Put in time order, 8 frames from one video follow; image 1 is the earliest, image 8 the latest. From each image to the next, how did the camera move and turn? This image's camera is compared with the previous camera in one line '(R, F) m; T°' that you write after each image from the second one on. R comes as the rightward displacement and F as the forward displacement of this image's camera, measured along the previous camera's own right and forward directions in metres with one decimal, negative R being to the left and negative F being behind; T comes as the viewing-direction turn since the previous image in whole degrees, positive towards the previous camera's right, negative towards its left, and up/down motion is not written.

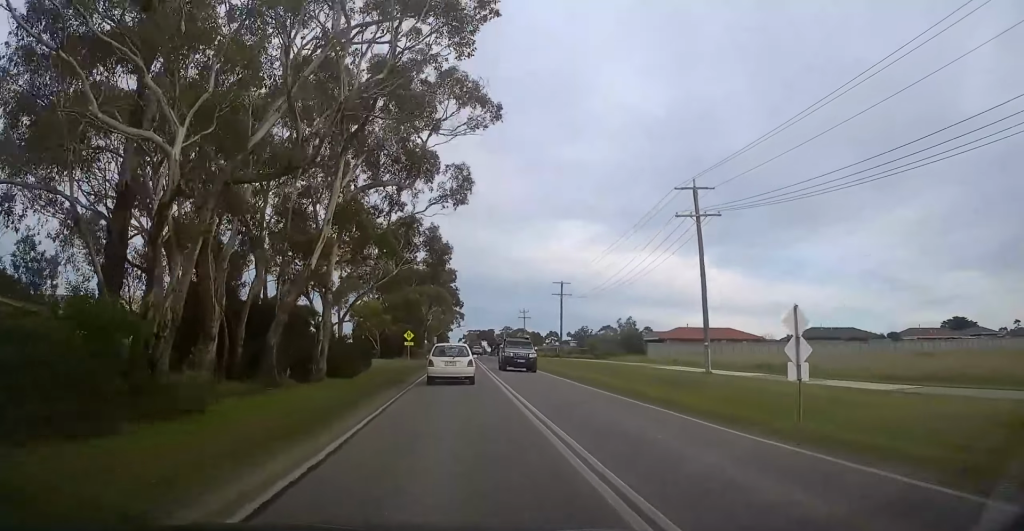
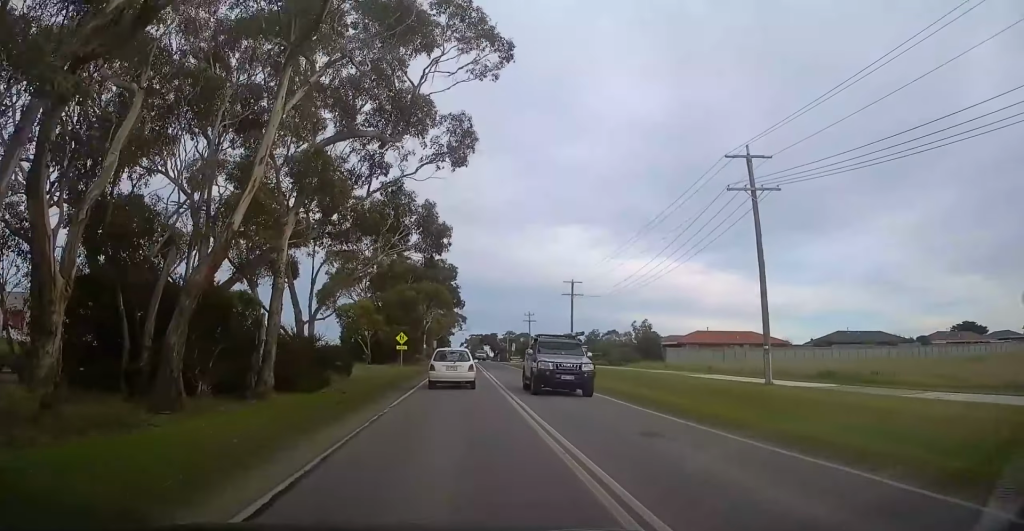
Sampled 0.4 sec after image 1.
(0.0, +6.9) m; 0°
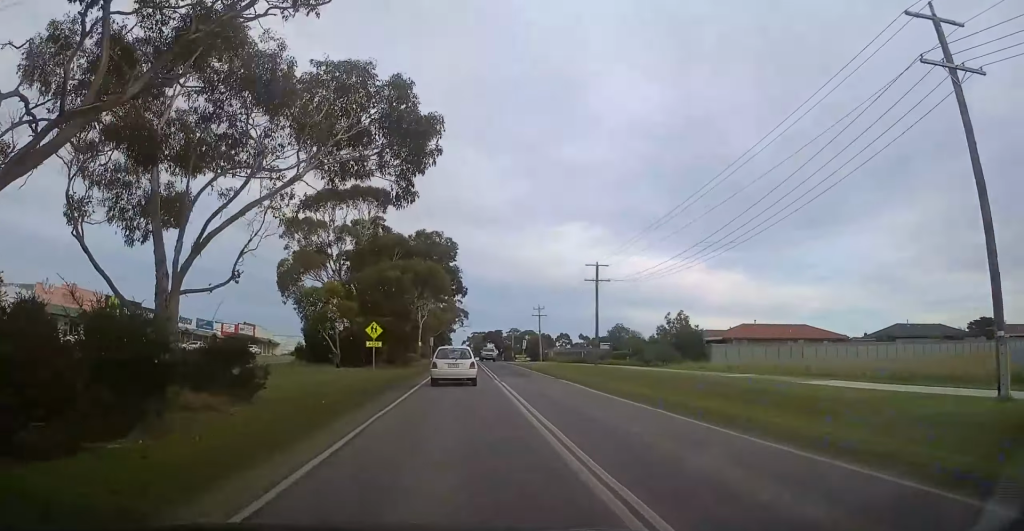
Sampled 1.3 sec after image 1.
(0.0, +14.5) m; 0°
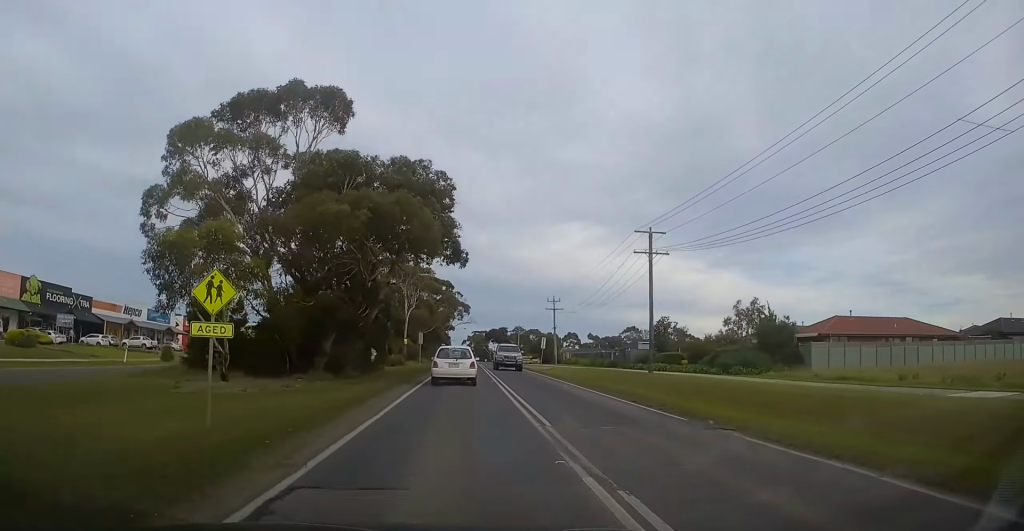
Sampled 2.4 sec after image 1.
(0.0, +19.3) m; 0°
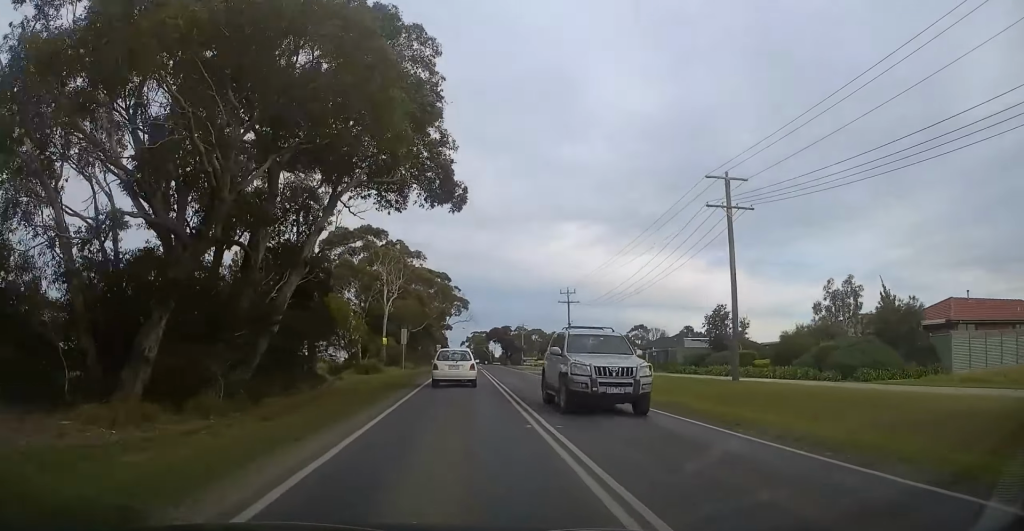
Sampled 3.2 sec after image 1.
(0.0, +15.1) m; 0°
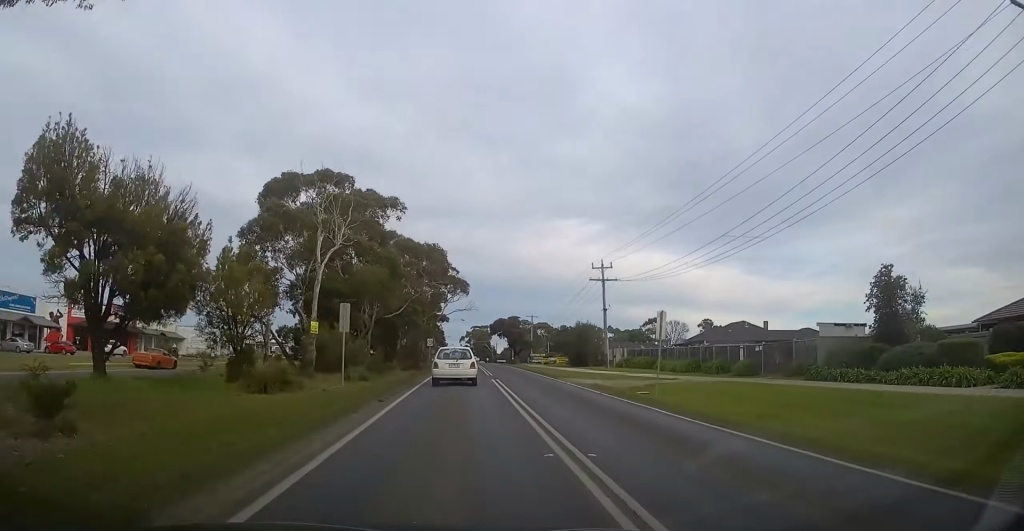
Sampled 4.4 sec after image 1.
(0.0, +22.4) m; 0°
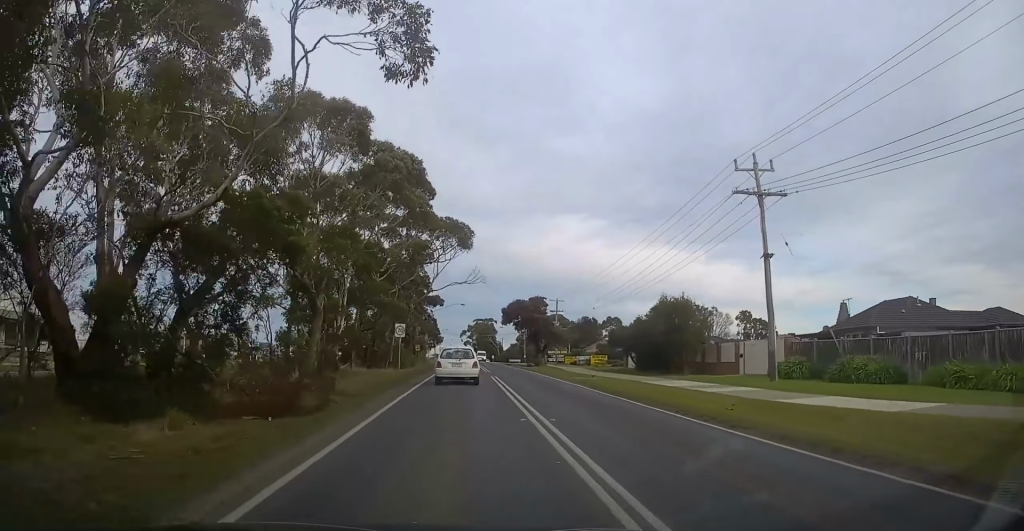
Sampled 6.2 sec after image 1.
(0.0, +34.5) m; 0°
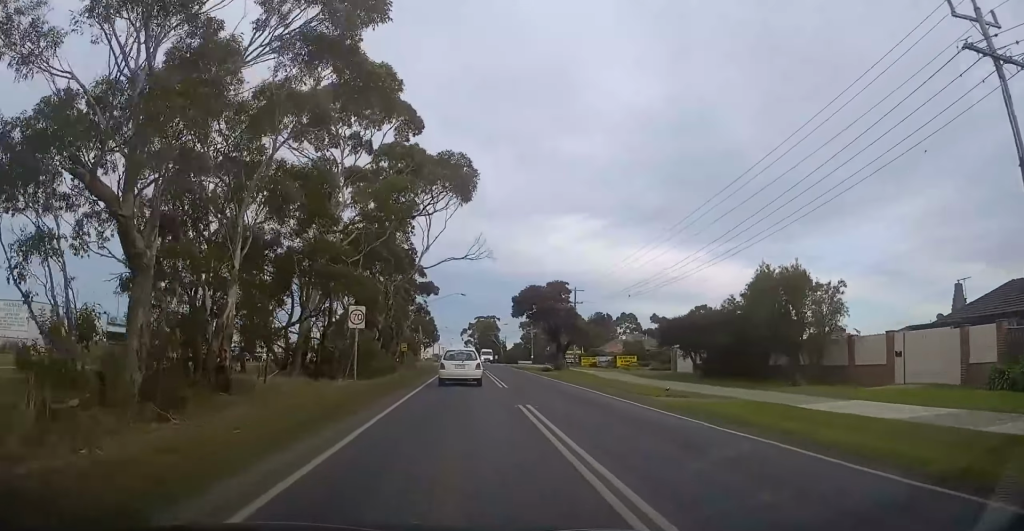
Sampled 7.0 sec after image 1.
(0.0, +15.8) m; 0°
